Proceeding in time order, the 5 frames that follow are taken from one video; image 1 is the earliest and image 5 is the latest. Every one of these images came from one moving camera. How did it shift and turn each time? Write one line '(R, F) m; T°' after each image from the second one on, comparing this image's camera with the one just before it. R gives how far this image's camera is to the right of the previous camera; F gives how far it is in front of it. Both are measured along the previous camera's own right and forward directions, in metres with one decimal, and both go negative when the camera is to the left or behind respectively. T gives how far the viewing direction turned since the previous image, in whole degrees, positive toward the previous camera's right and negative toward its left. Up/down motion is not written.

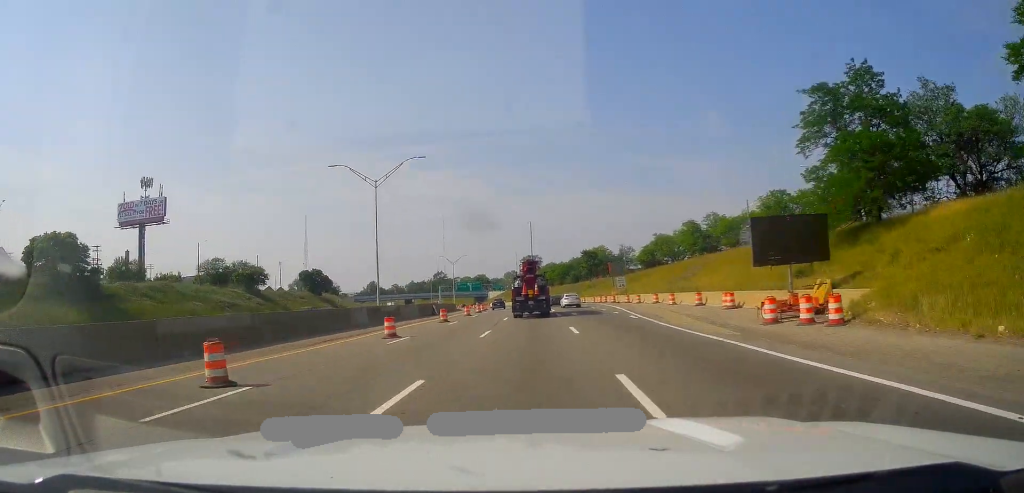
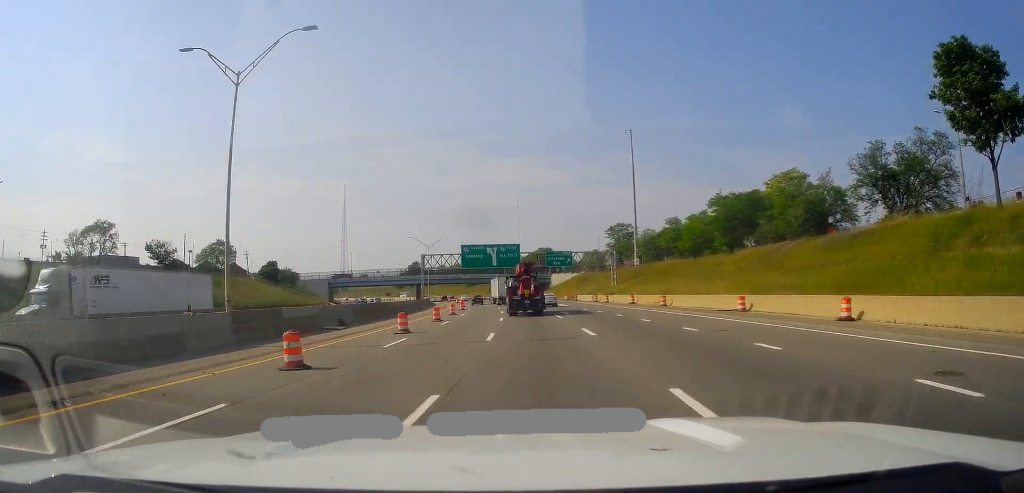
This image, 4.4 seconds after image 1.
(-5.2, +125.3) m; -6°
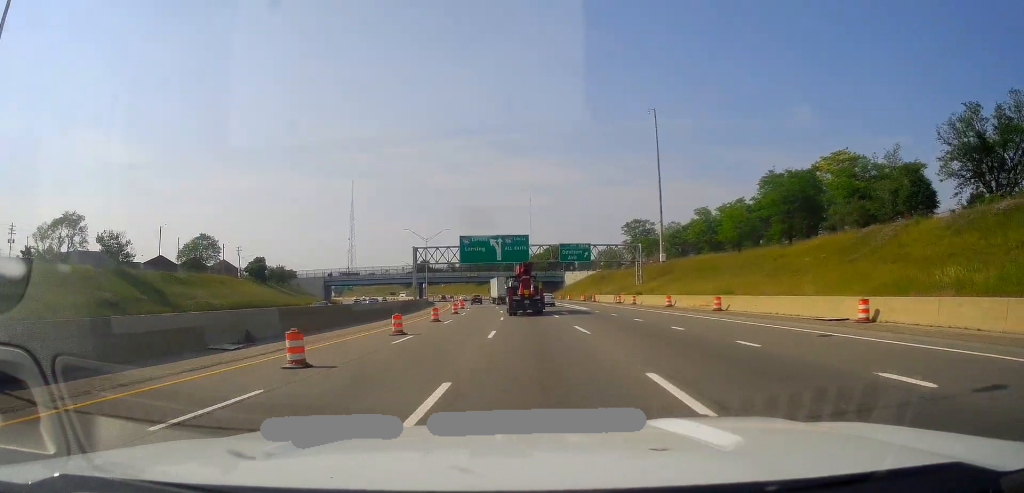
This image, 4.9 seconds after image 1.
(+0.3, +14.2) m; -1°
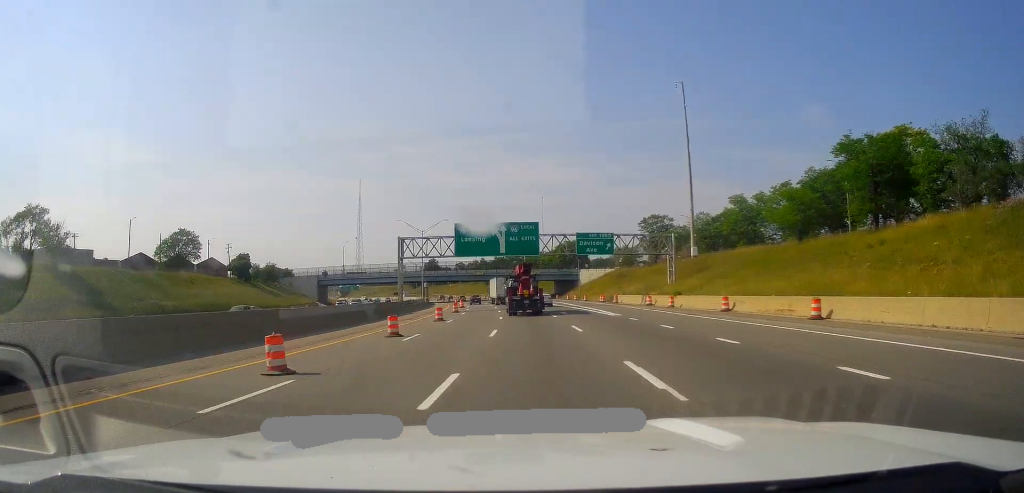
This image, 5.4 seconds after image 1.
(-0.7, +14.1) m; -2°
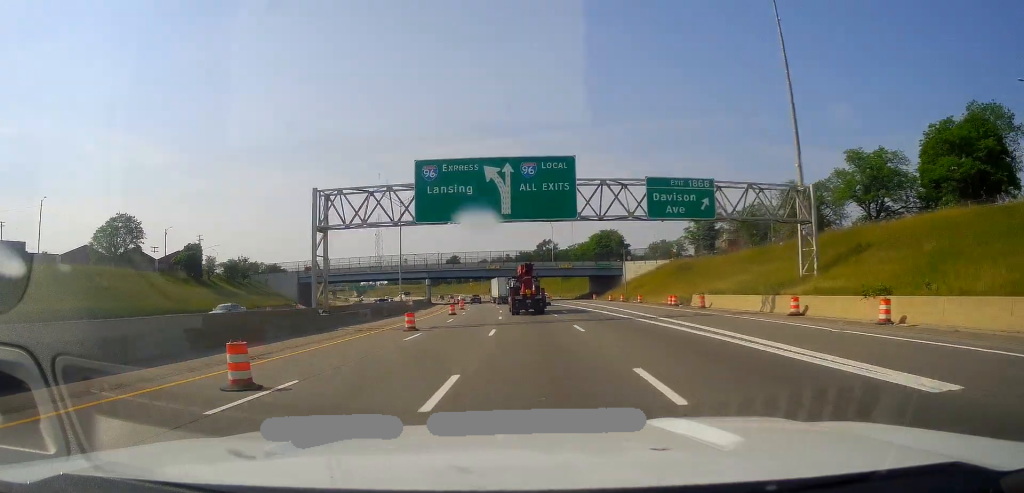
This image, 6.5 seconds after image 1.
(-1.4, +30.9) m; -4°
